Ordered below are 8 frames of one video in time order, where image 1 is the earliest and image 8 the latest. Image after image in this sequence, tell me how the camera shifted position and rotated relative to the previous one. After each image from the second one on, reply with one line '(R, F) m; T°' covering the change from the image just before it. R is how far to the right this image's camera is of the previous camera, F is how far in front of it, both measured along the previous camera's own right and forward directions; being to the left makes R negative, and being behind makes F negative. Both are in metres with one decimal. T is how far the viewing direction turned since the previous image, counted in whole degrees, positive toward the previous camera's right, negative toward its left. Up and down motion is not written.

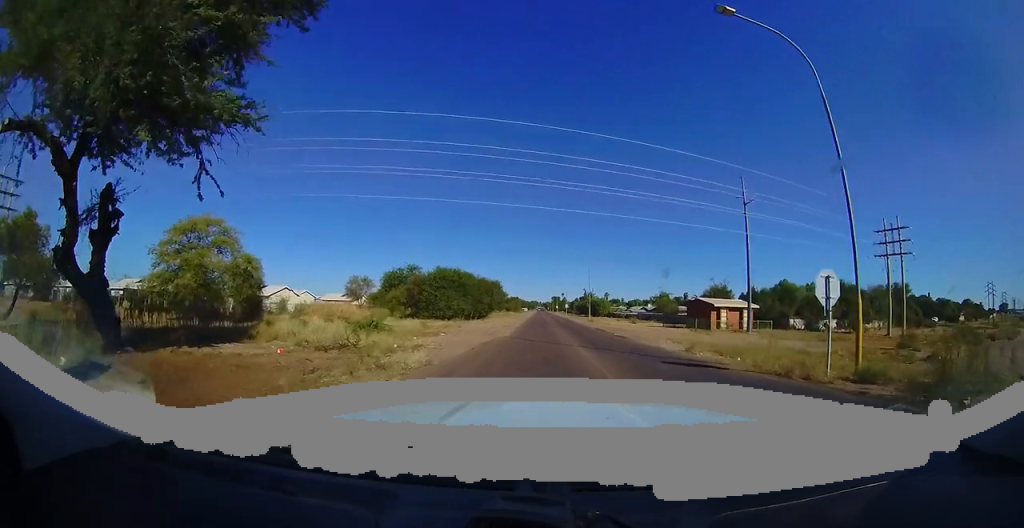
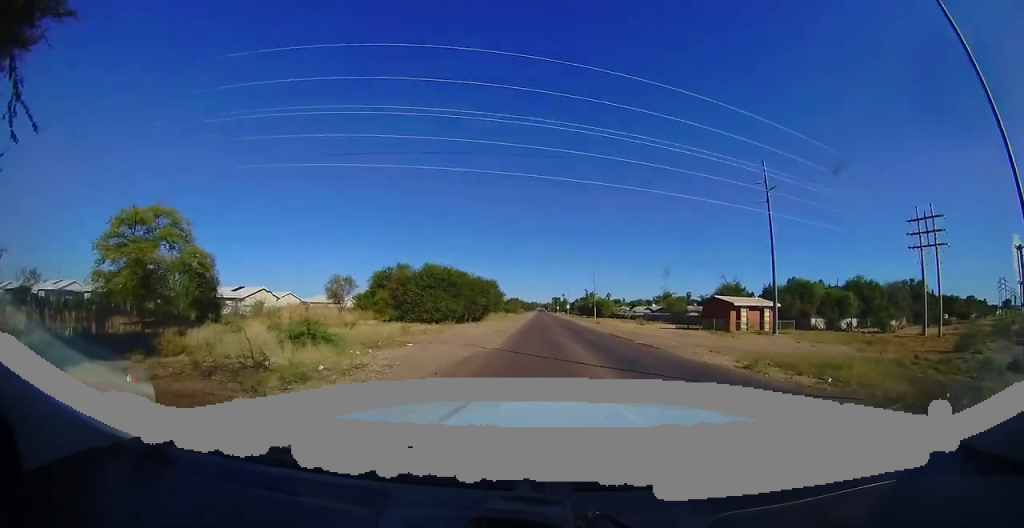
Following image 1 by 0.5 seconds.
(+0.1, +5.2) m; 0°
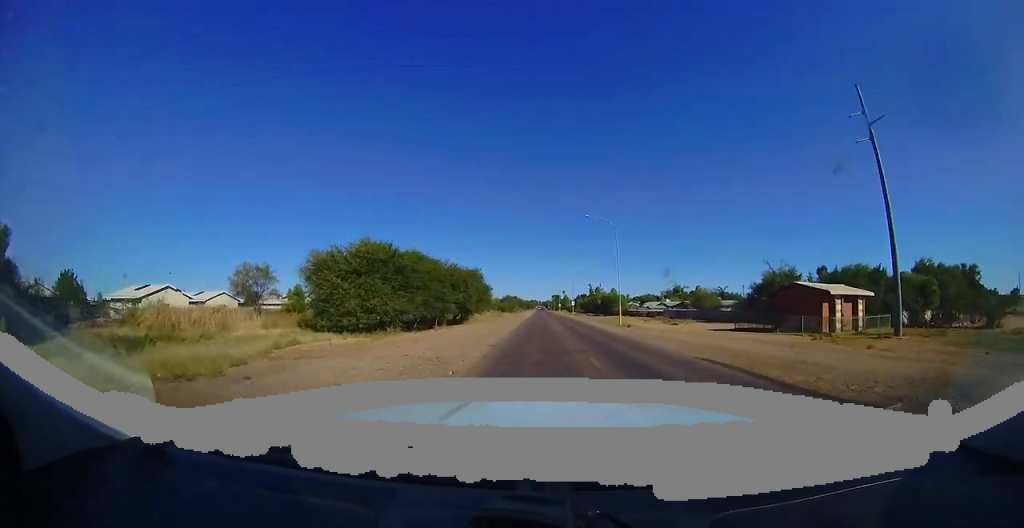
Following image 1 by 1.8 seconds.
(-0.3, +15.8) m; 0°
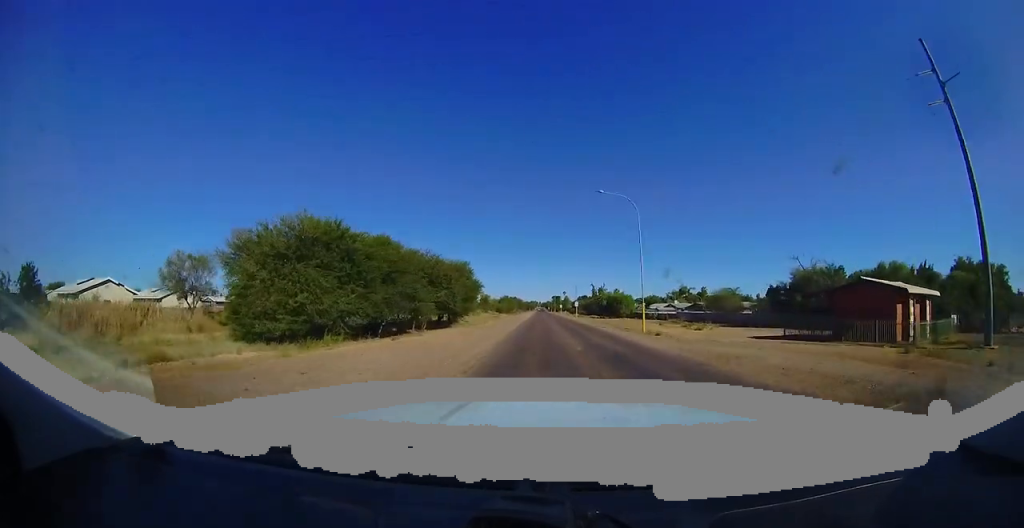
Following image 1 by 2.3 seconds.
(+0.1, +7.7) m; +1°
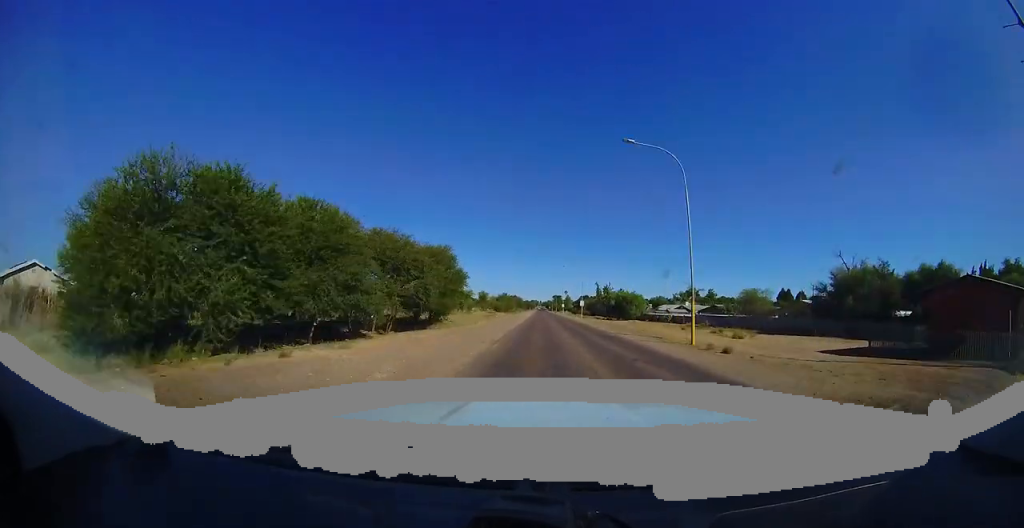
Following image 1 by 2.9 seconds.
(+0.3, +8.5) m; +1°
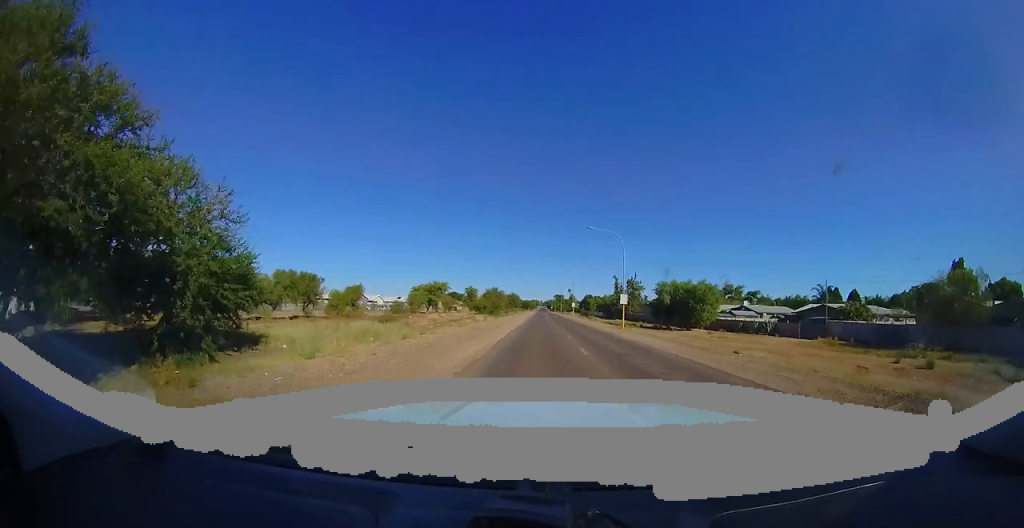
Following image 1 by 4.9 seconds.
(+0.6, +31.8) m; +2°
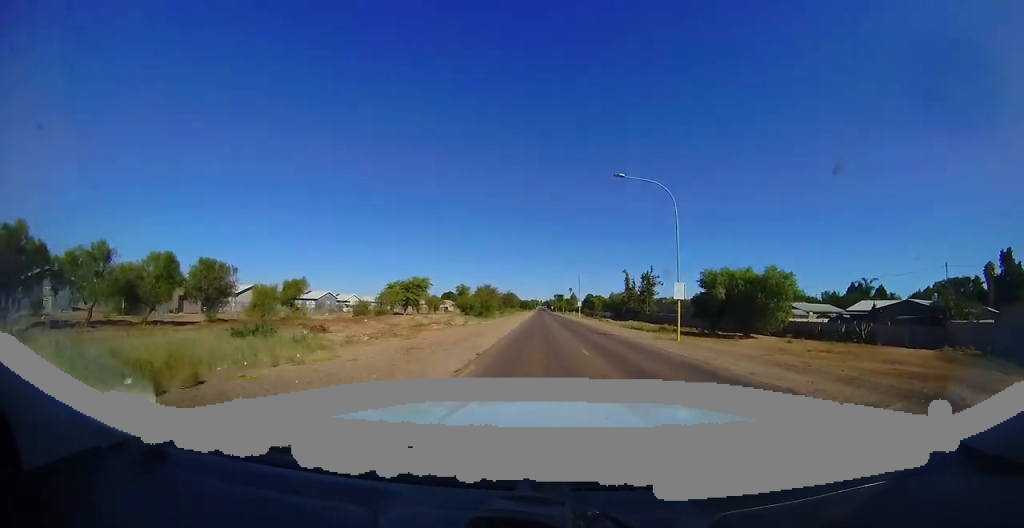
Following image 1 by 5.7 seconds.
(-0.3, +13.8) m; 0°
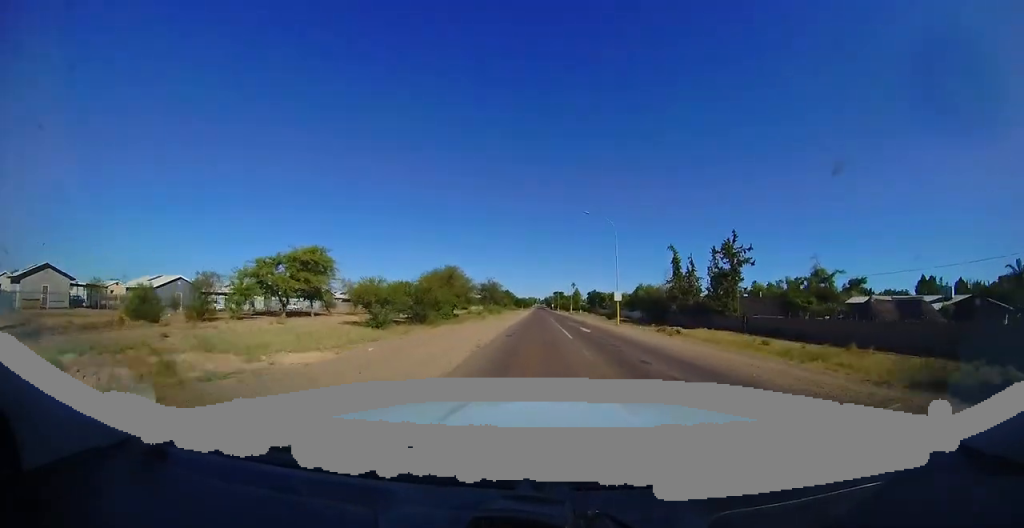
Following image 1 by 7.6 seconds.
(+0.1, +33.6) m; -1°
